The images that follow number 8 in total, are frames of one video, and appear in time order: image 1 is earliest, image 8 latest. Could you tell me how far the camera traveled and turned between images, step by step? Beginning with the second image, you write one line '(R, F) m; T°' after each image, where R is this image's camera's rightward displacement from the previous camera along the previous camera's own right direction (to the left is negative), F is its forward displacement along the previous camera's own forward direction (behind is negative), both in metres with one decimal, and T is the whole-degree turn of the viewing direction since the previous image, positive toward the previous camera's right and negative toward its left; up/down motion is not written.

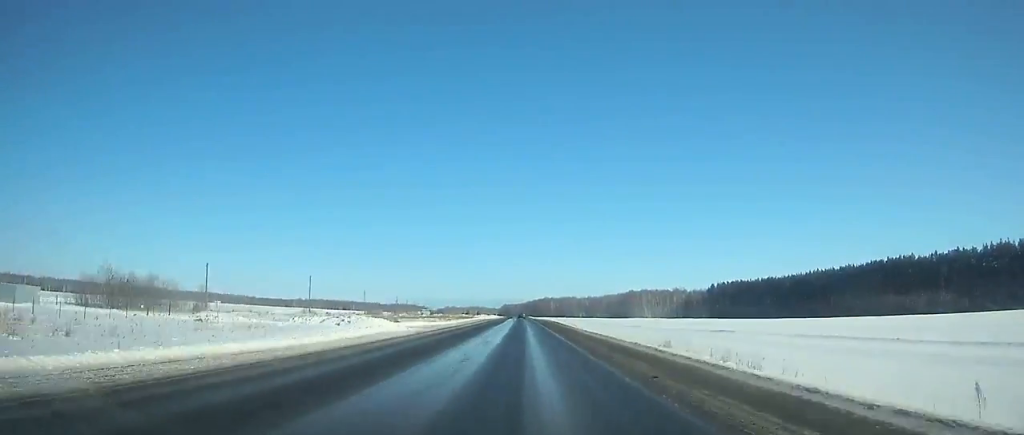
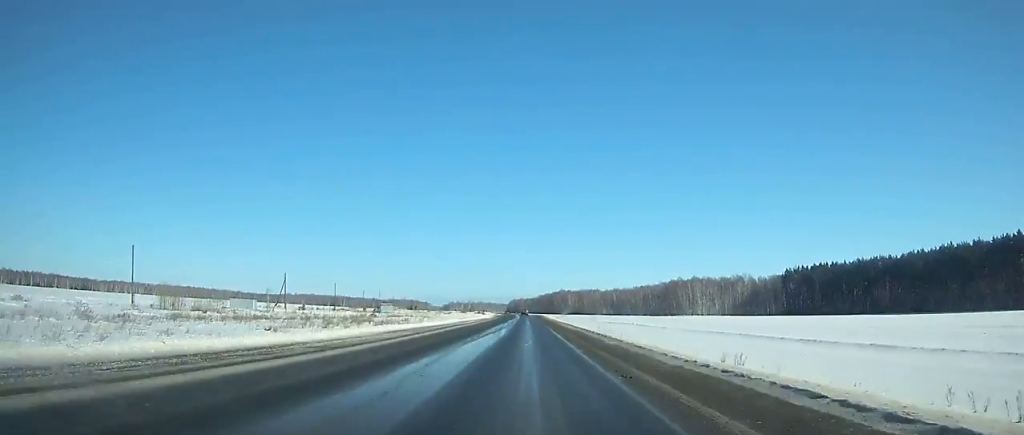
(-0.7, +123.9) m; -1°
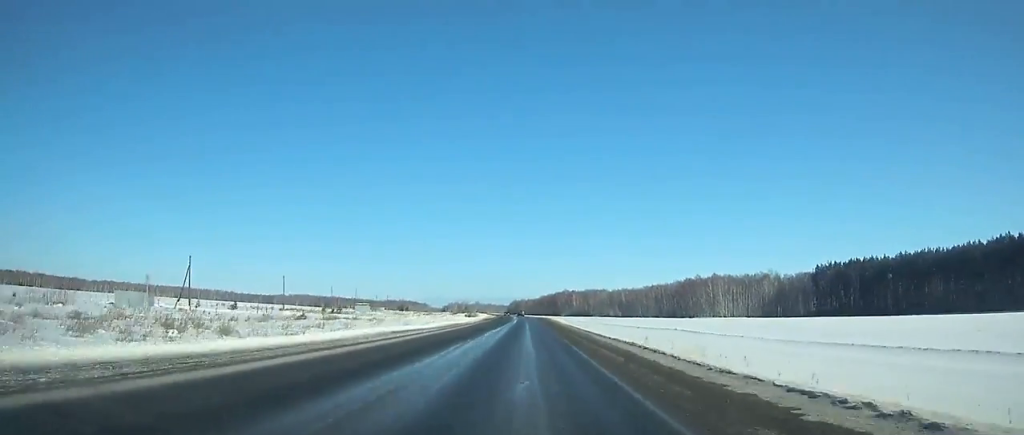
(0.0, +39.3) m; 0°
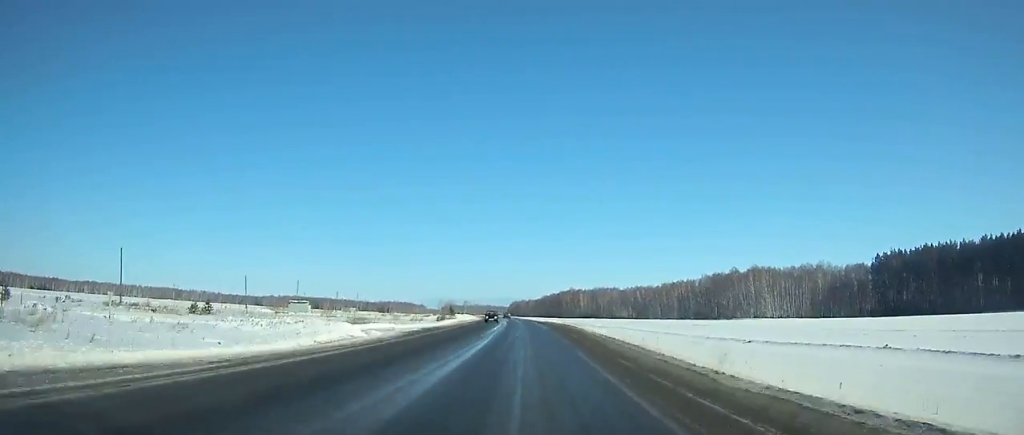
(-0.1, +59.7) m; -1°
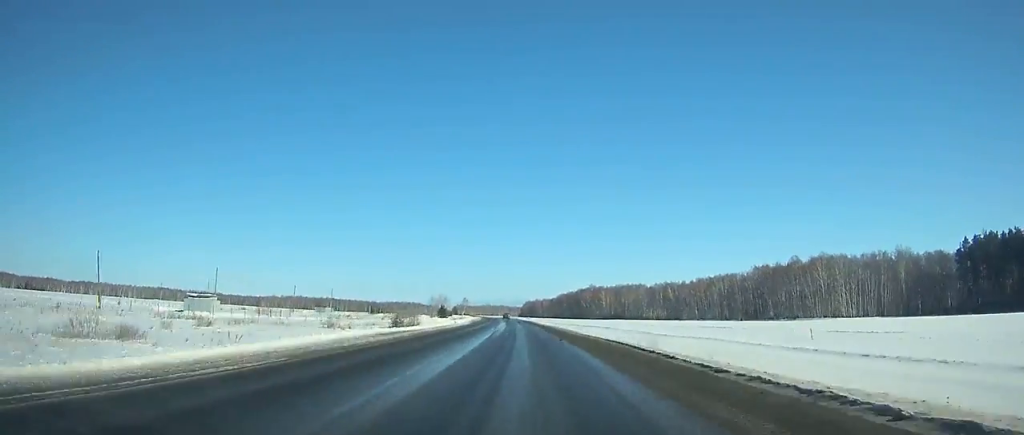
(-0.4, +52.8) m; -1°
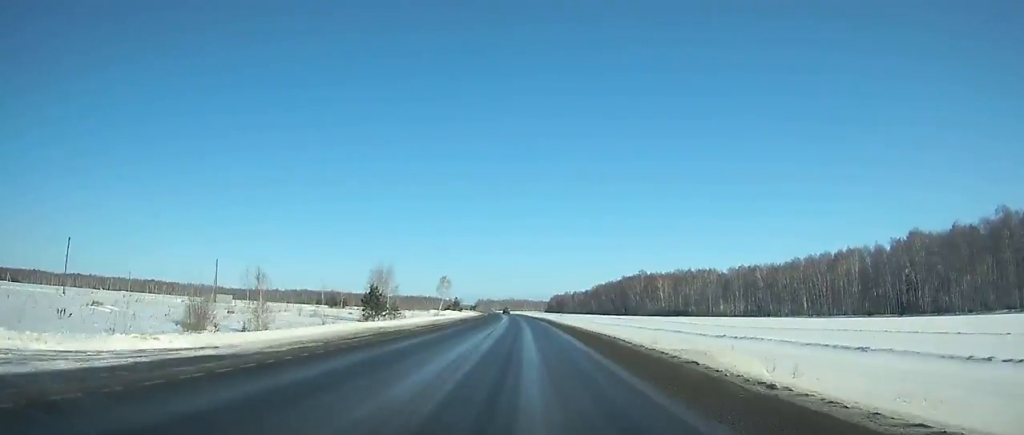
(-2.2, +99.4) m; -3°
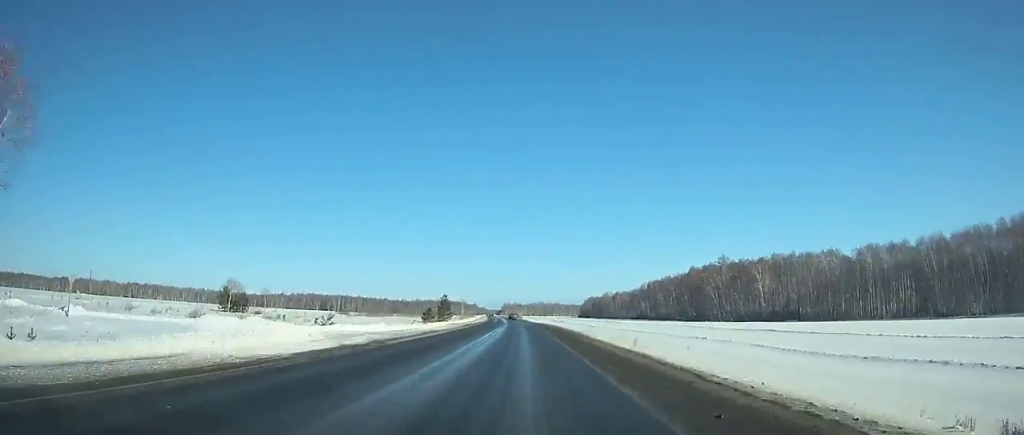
(-1.7, +95.7) m; -3°
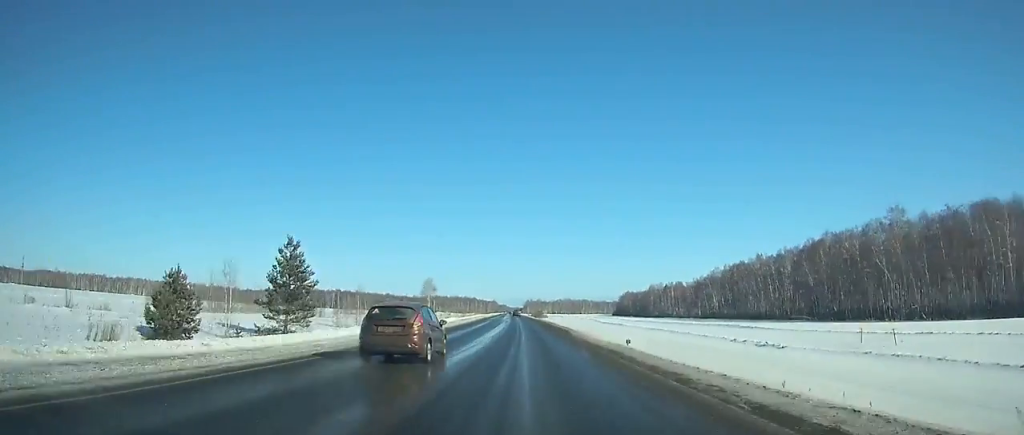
(-2.6, +101.6) m; -3°
